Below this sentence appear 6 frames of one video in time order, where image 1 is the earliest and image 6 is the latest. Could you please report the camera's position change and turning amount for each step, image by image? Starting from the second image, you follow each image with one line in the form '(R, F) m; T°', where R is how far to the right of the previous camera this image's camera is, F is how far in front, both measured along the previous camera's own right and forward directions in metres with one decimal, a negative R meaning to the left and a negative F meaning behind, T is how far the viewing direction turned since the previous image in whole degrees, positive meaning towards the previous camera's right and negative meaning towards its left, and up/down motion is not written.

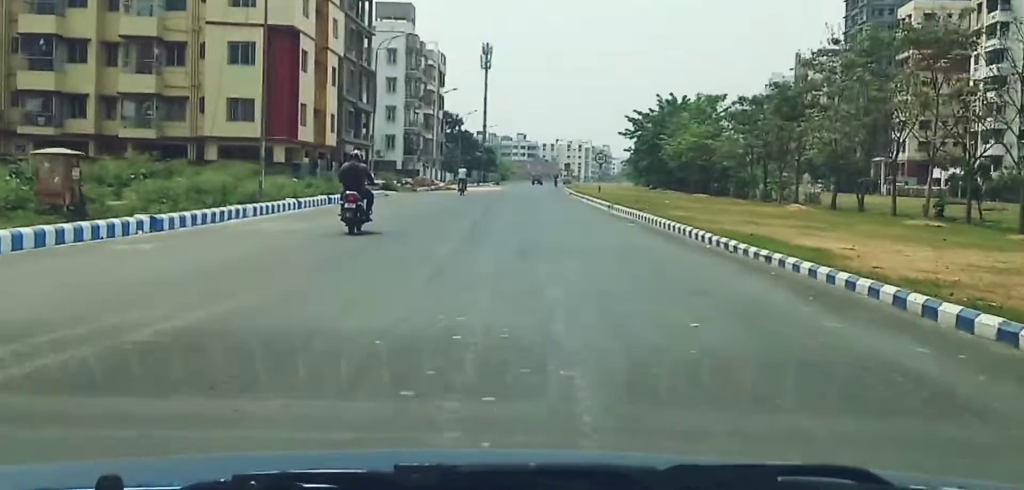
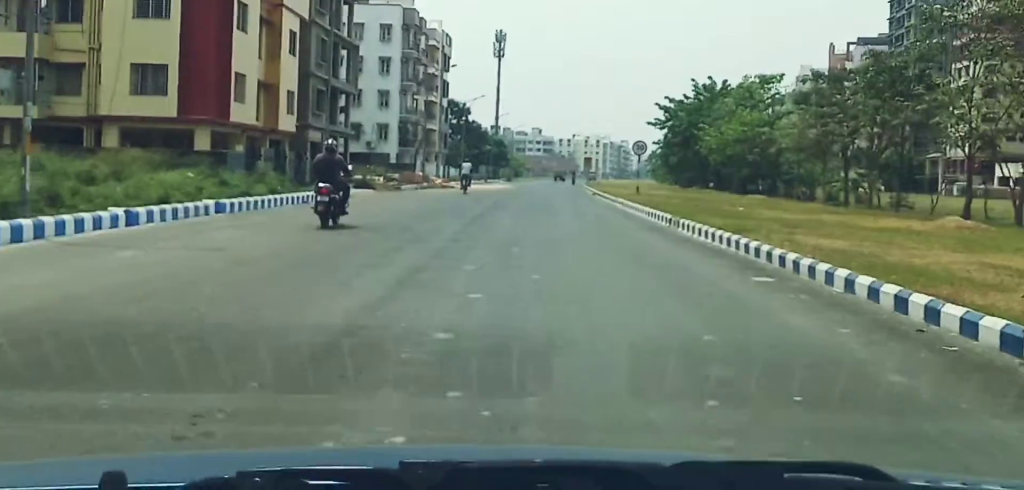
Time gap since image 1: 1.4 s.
(0.0, +12.4) m; +1°
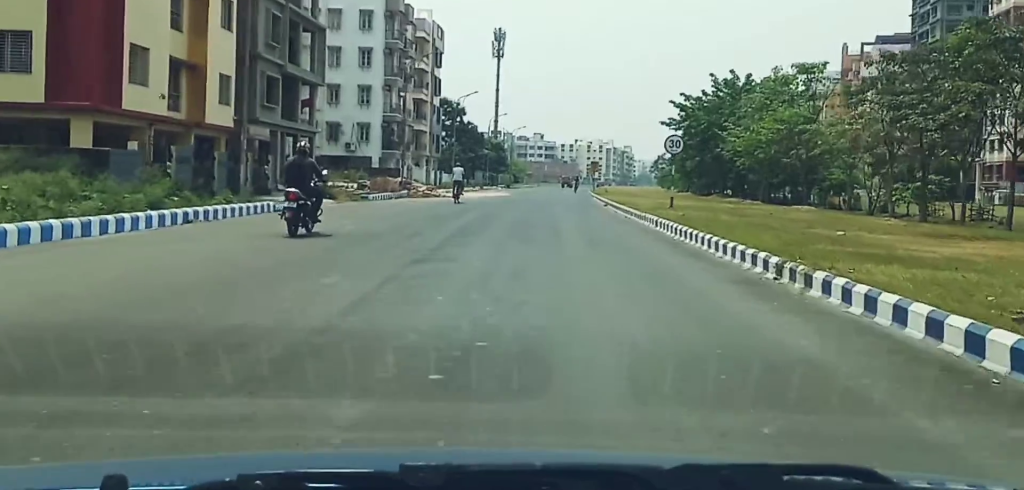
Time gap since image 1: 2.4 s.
(0.0, +9.4) m; +3°
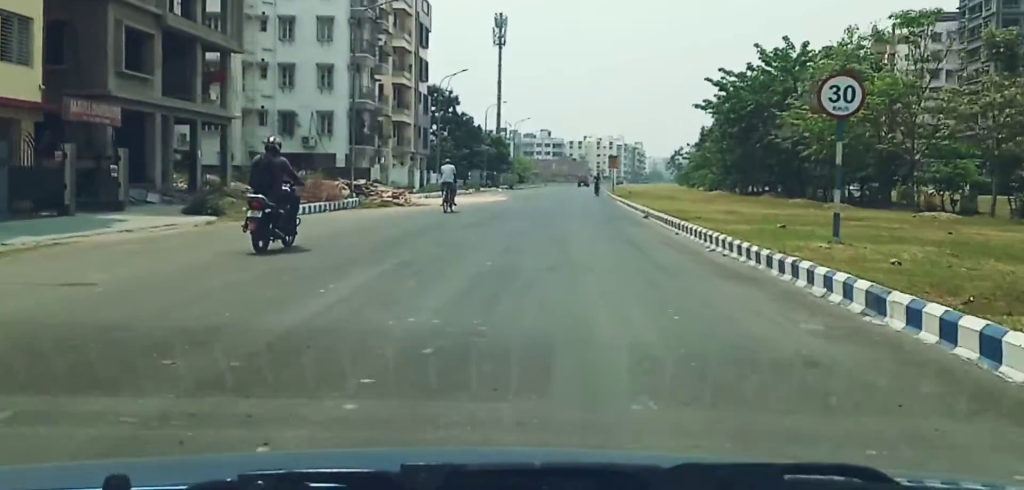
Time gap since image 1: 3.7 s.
(+0.7, +14.5) m; +3°
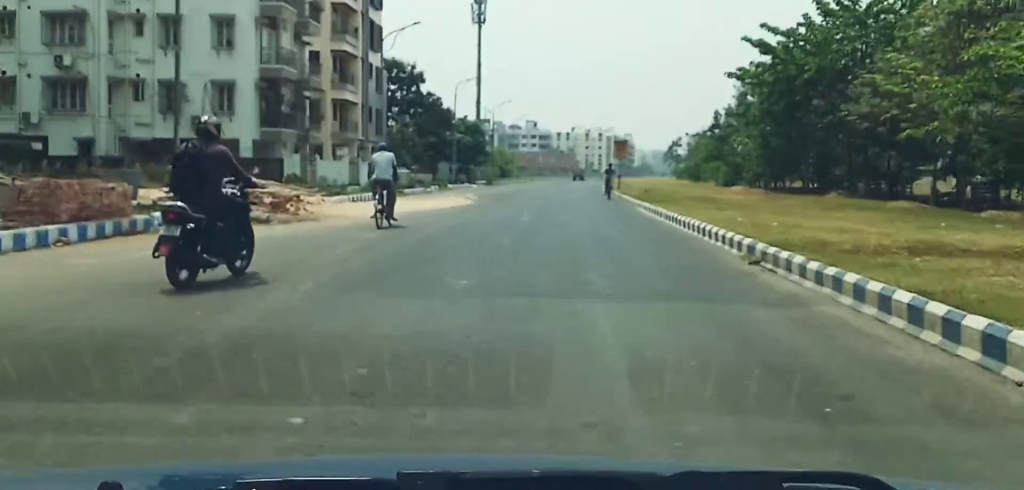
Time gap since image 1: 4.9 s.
(0.0, +14.9) m; 0°
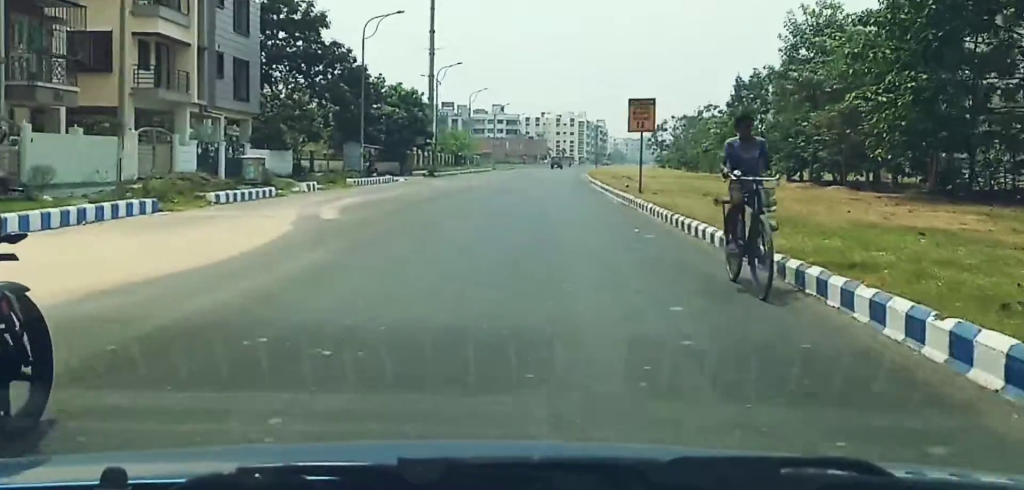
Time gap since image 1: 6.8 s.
(0.0, +24.6) m; 0°
